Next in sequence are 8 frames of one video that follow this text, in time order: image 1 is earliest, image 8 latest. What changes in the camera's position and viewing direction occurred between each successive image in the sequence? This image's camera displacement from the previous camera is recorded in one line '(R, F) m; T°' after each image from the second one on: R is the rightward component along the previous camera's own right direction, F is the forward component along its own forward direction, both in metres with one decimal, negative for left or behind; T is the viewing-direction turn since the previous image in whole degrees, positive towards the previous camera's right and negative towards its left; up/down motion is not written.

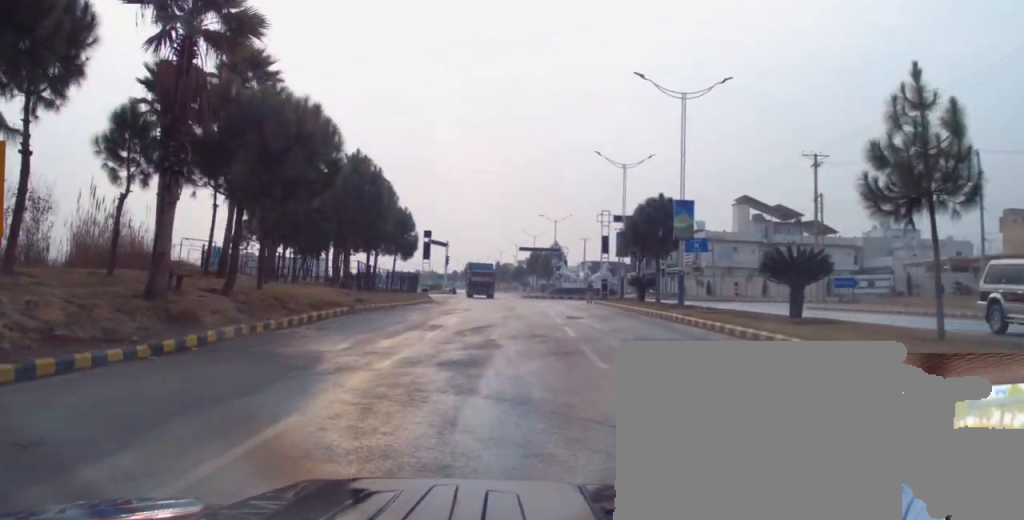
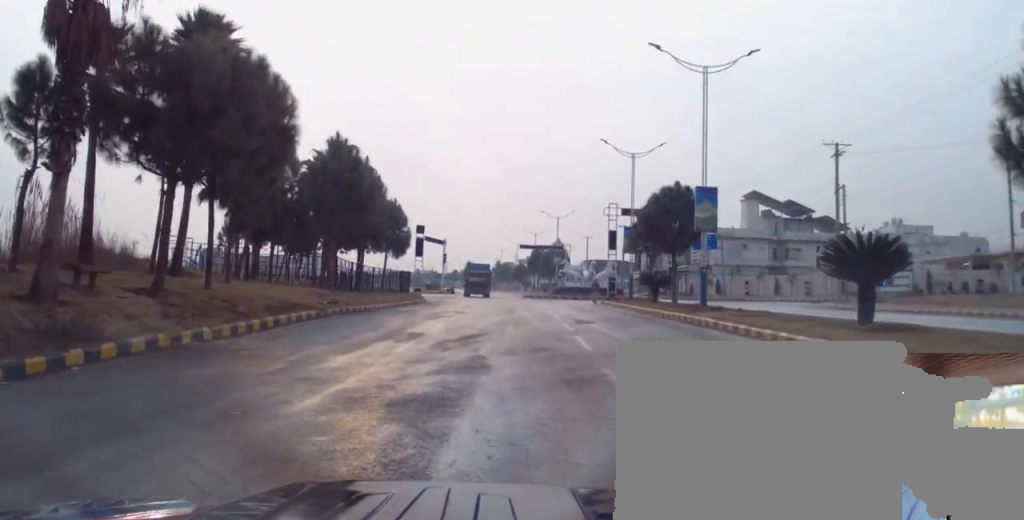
(-0.1, +4.2) m; +1°
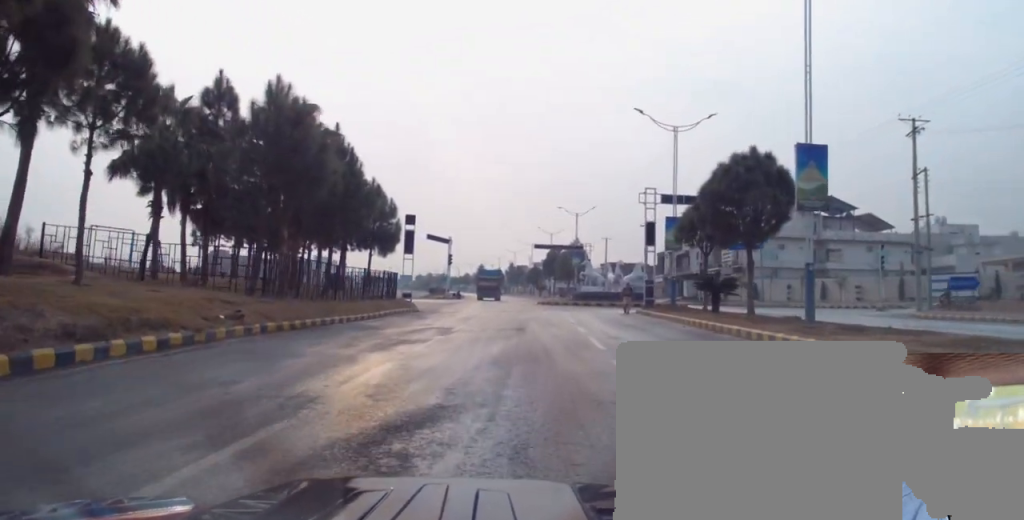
(+0.7, +9.9) m; +3°
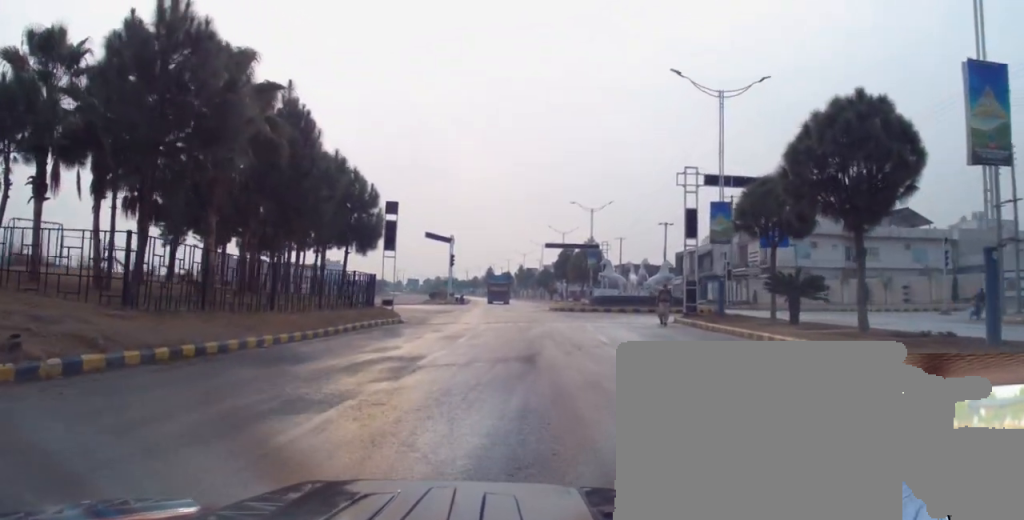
(-0.2, +8.0) m; -3°
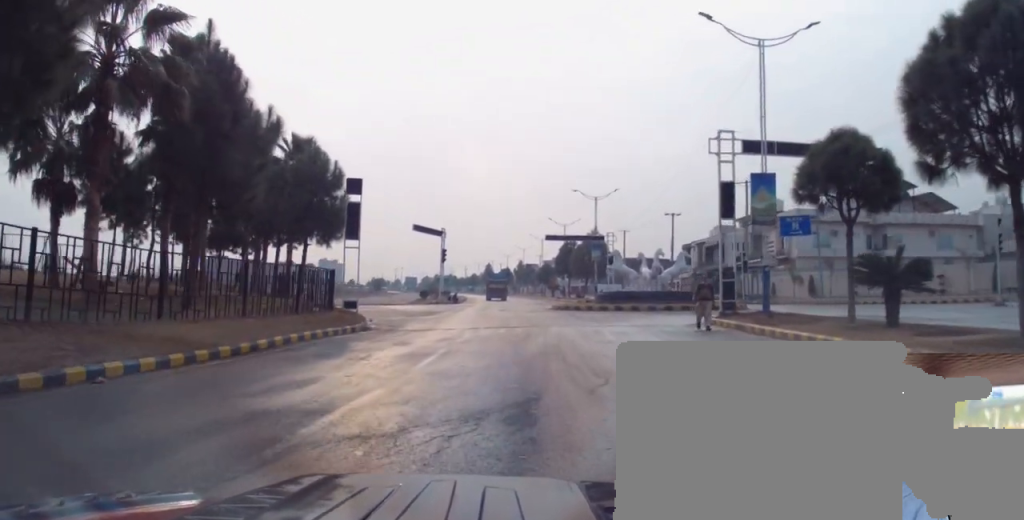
(-0.1, +6.6) m; 0°
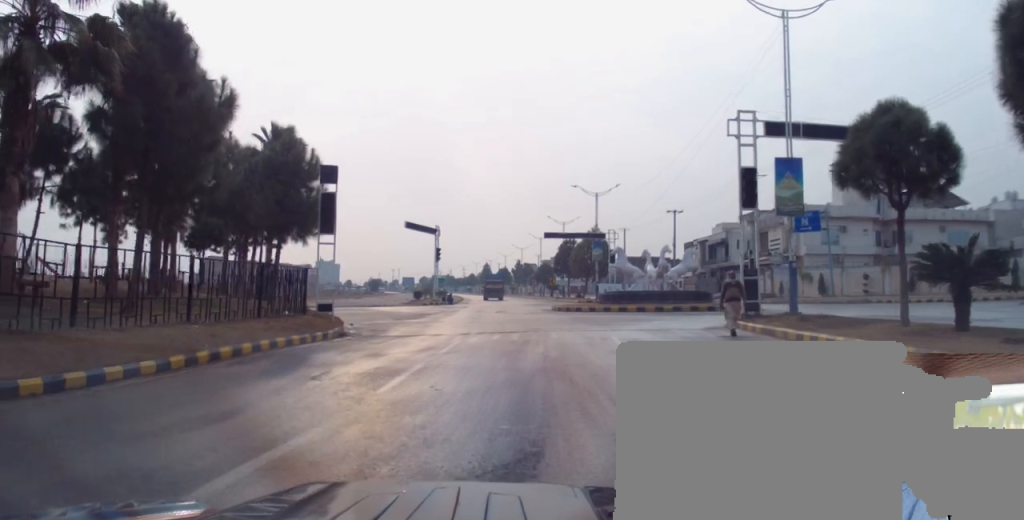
(0.0, +3.1) m; +1°
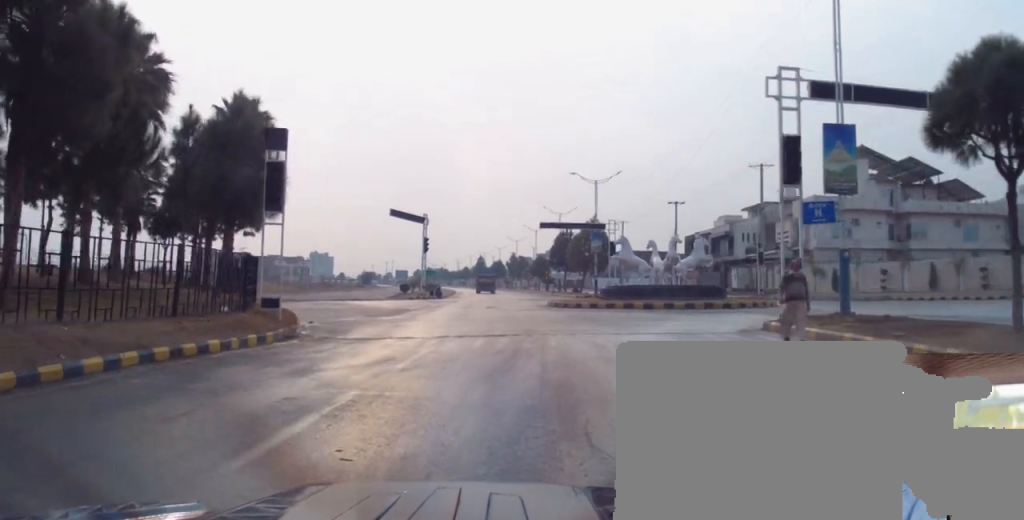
(+0.1, +4.3) m; +1°
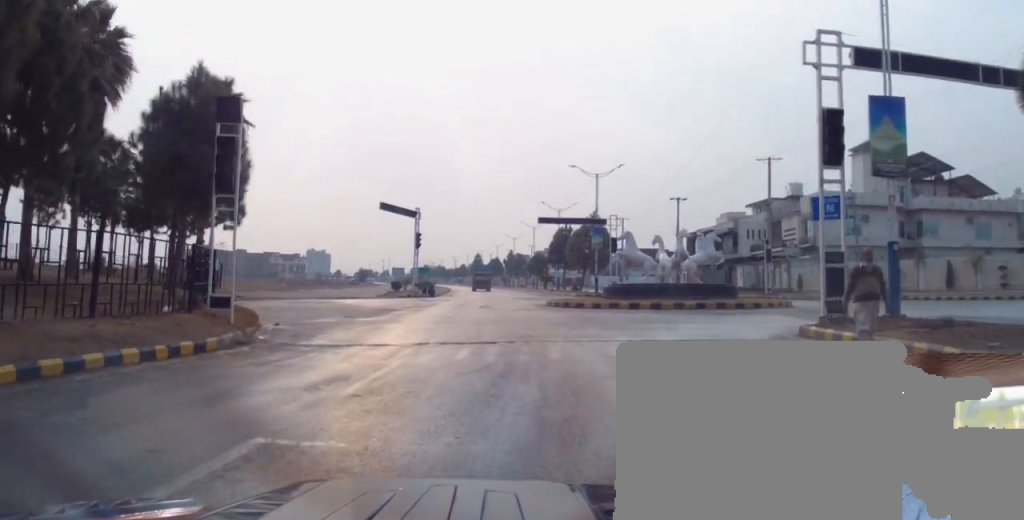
(+0.1, +3.0) m; 0°
